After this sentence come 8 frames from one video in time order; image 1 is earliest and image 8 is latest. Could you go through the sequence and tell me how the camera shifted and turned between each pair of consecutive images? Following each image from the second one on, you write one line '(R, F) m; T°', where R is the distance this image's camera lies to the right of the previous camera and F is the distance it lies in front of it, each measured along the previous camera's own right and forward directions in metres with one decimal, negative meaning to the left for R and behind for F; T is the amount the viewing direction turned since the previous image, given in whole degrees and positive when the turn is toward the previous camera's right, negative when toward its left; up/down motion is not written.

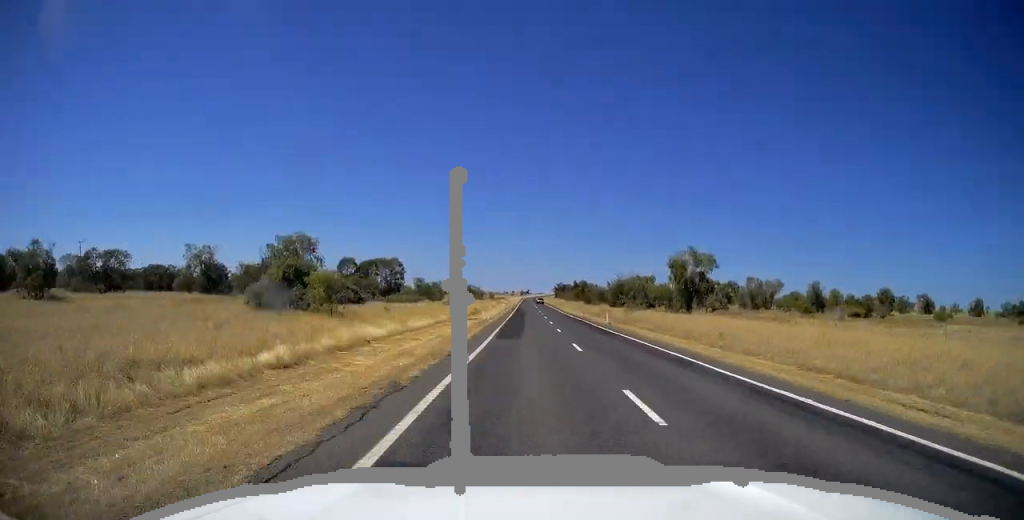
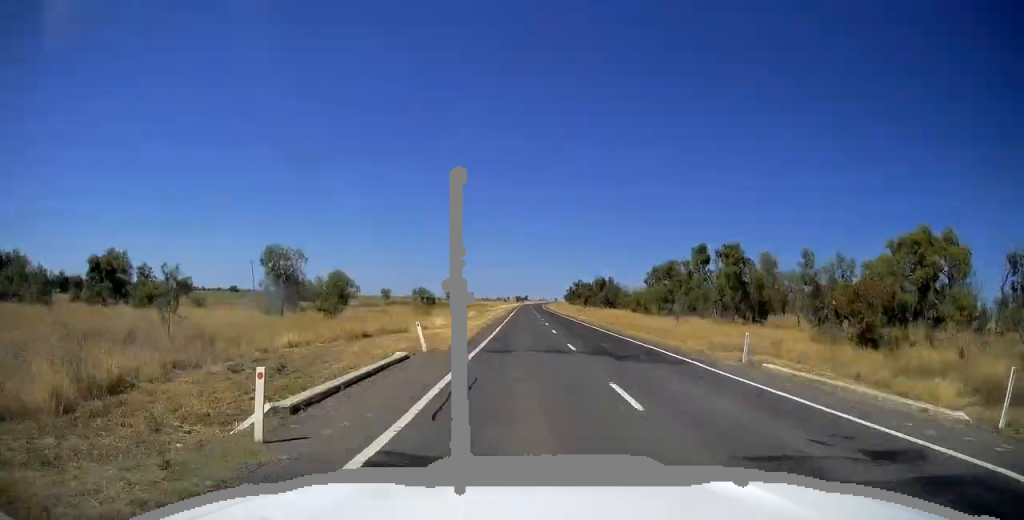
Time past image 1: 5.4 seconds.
(-0.4, +153.4) m; +1°
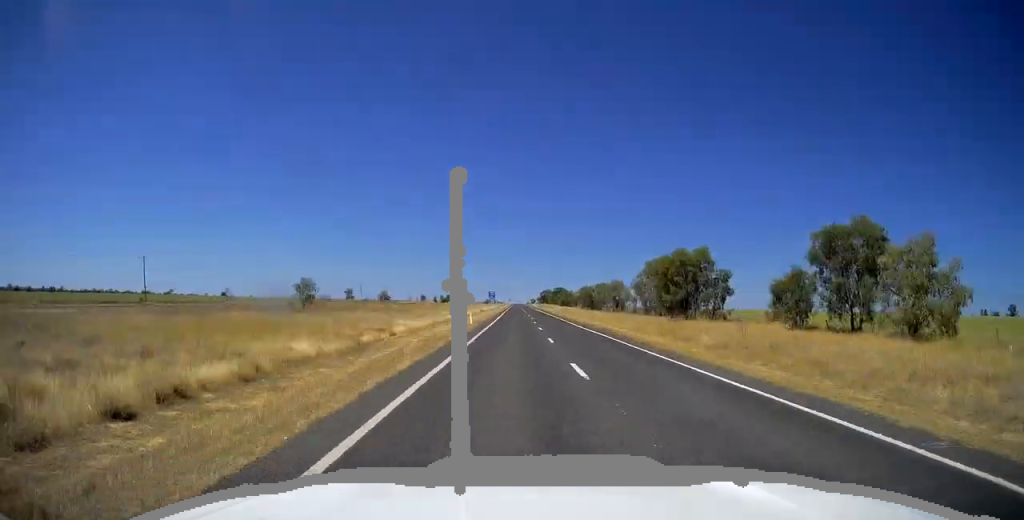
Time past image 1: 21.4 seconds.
(+14.7, +451.1) m; +3°
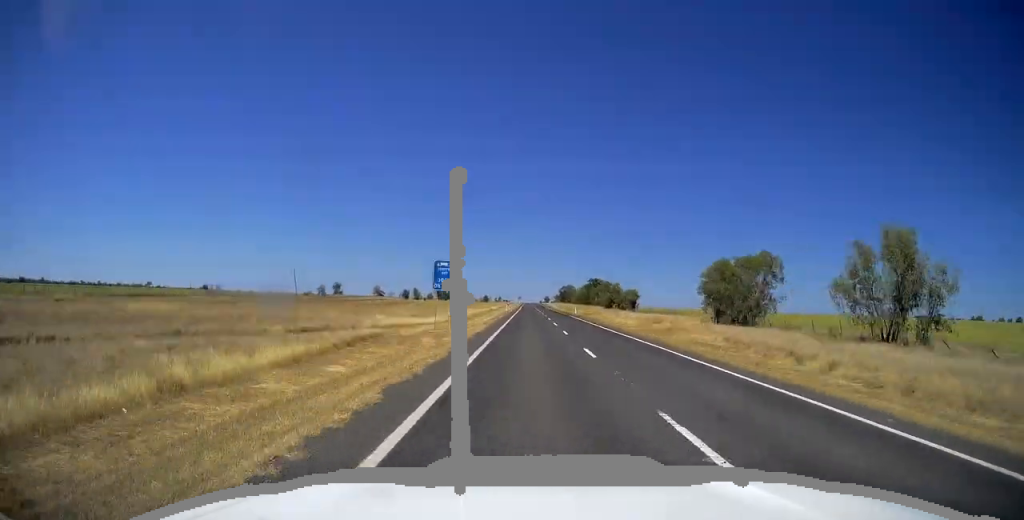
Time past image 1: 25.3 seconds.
(+0.1, +108.5) m; 0°
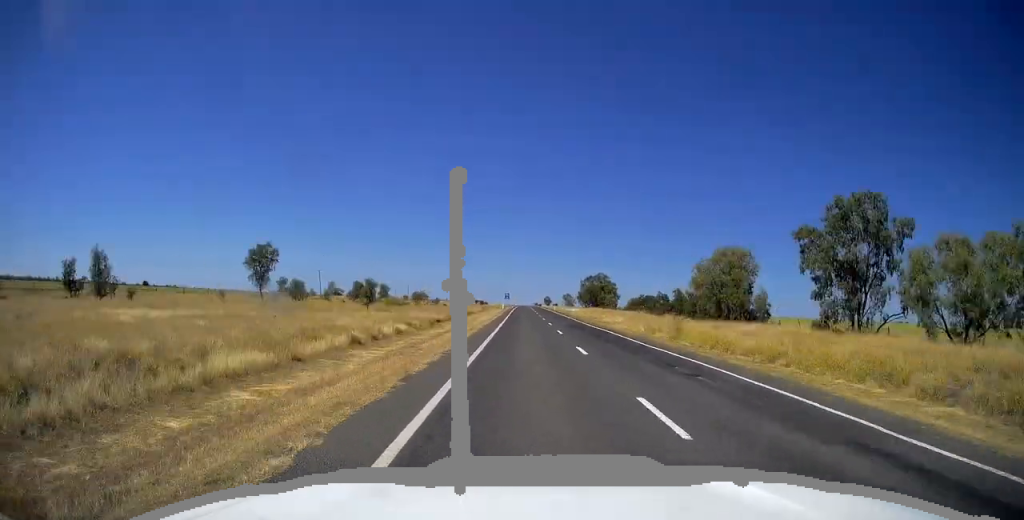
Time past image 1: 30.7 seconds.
(0.0, +153.8) m; 0°
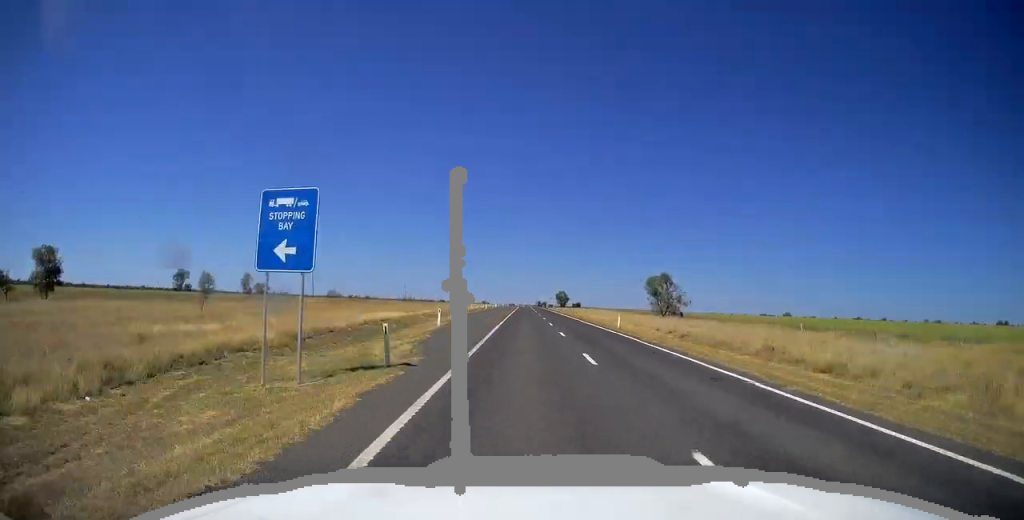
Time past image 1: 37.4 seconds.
(+0.2, +190.0) m; 0°
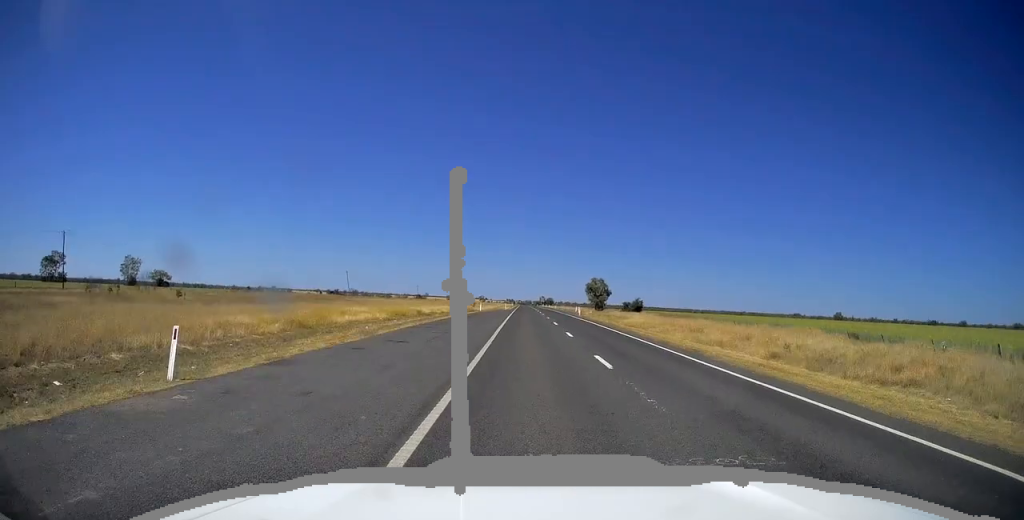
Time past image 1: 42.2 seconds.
(+0.4, +135.7) m; 0°
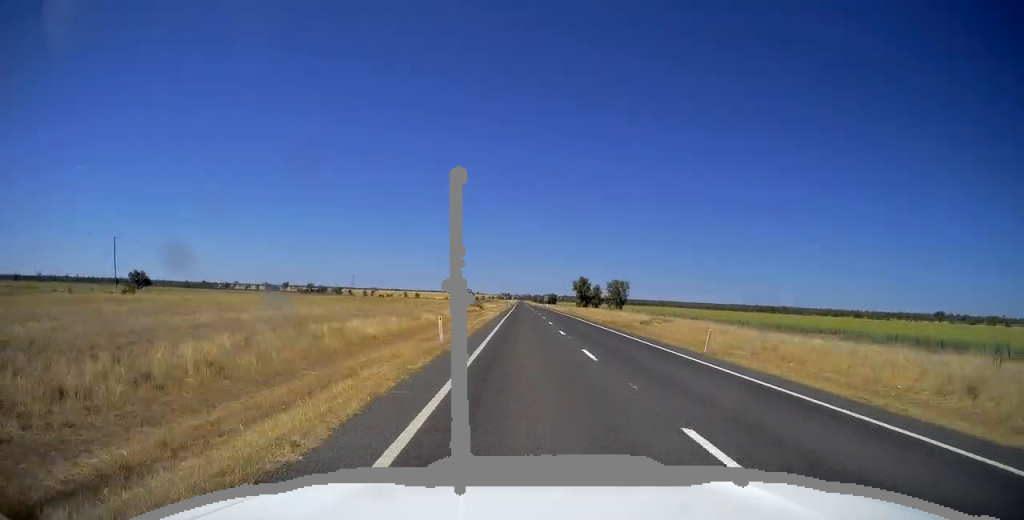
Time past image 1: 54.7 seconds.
(-0.8, +352.6) m; 0°
